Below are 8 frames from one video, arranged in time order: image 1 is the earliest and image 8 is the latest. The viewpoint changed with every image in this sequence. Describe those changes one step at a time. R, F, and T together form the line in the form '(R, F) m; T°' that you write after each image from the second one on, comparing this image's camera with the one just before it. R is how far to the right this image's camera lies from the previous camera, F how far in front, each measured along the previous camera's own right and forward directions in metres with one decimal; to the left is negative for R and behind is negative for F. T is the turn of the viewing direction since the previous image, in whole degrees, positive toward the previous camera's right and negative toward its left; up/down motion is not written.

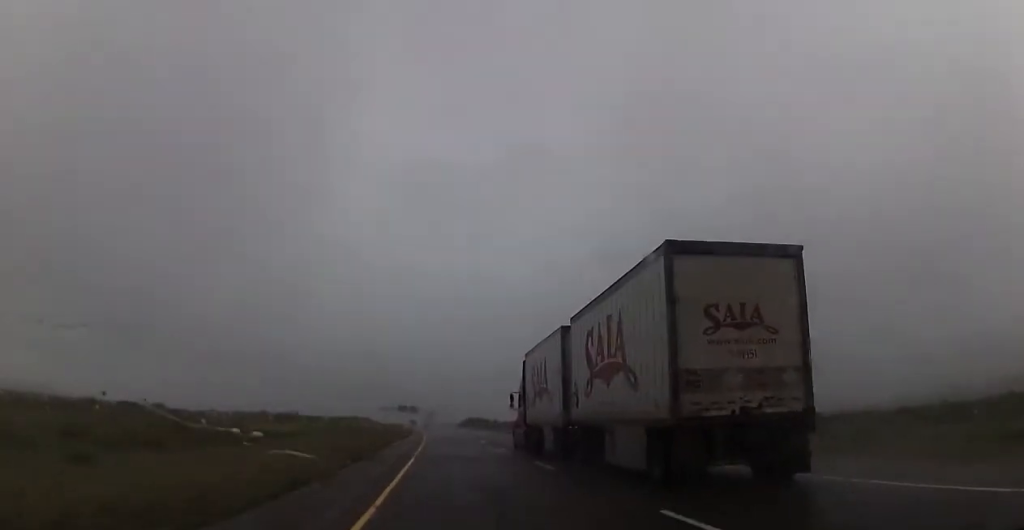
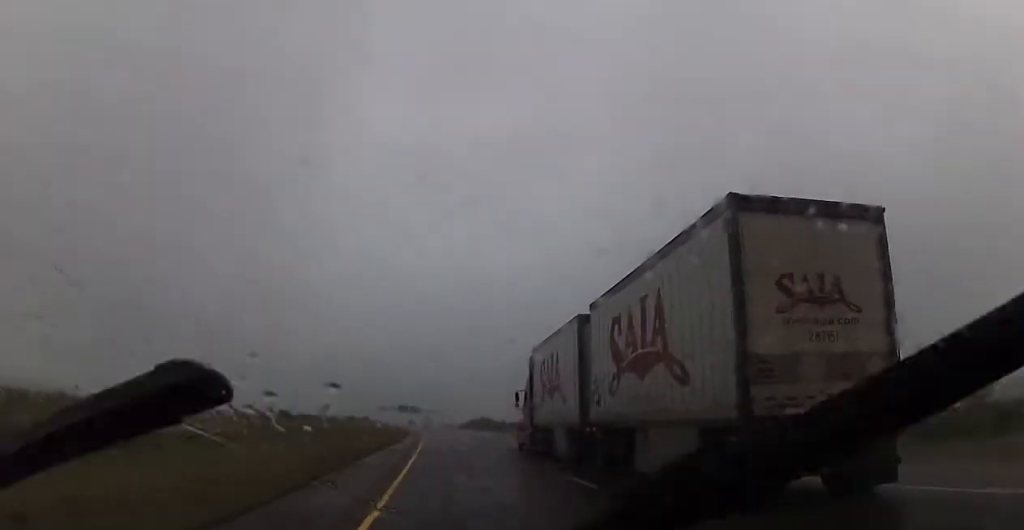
(+0.3, +17.0) m; 0°
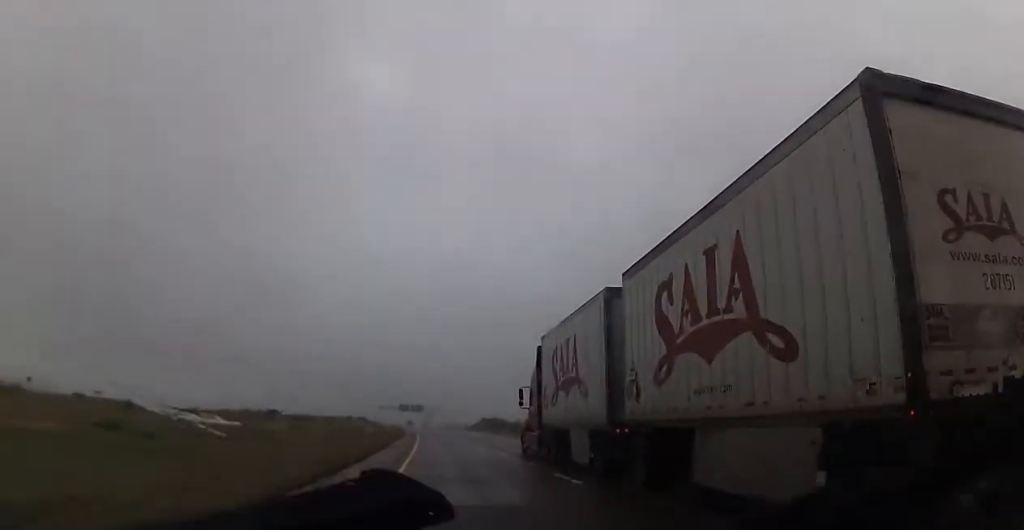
(-0.3, +23.8) m; -1°
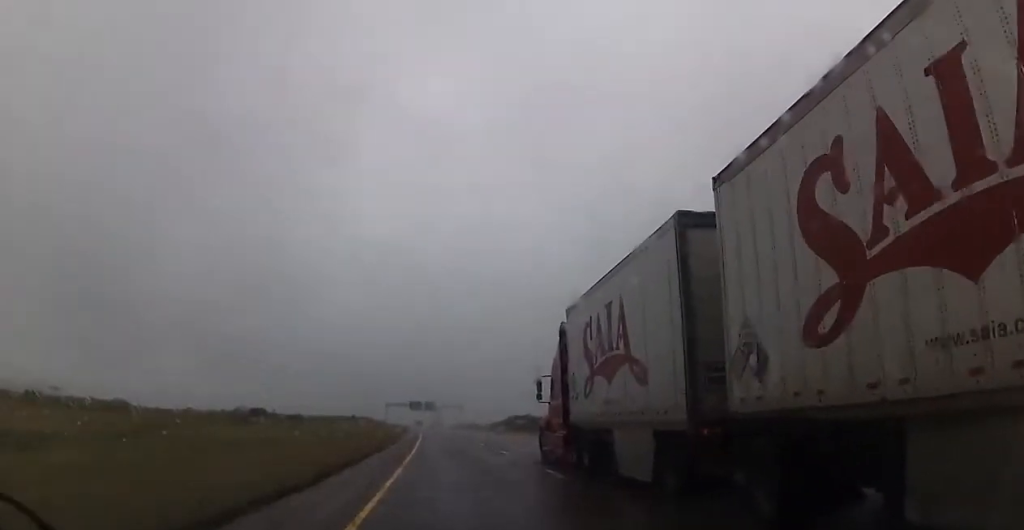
(-0.6, +36.2) m; -1°
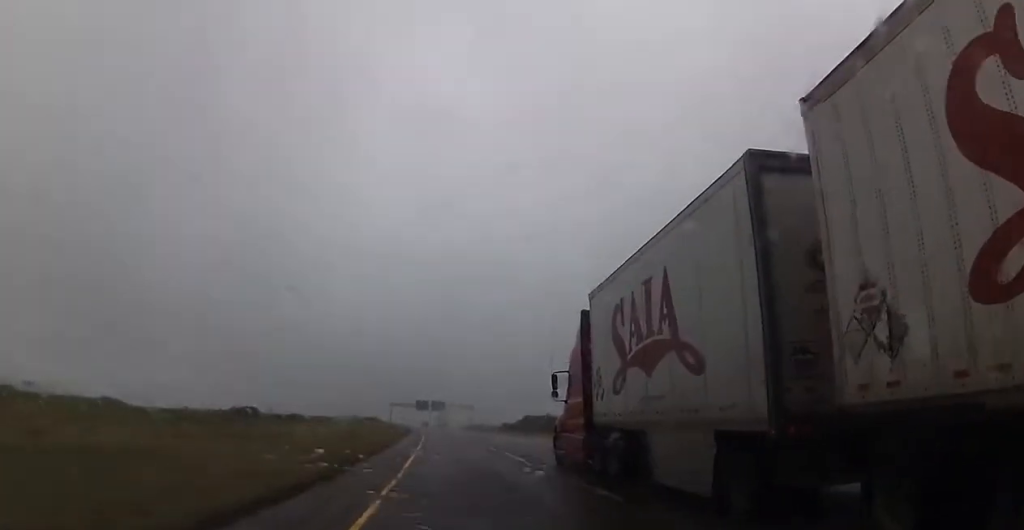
(-0.1, +15.9) m; 0°
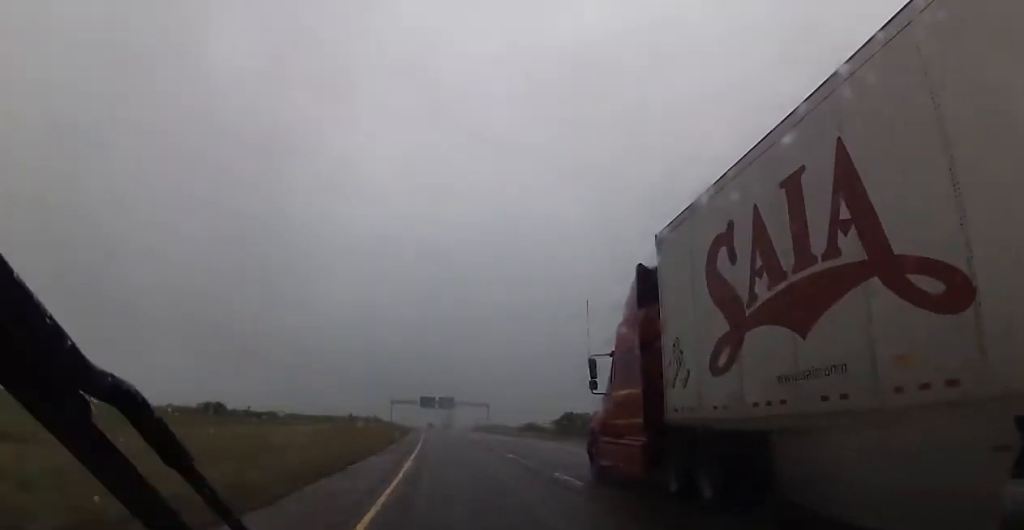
(0.0, +34.0) m; 0°
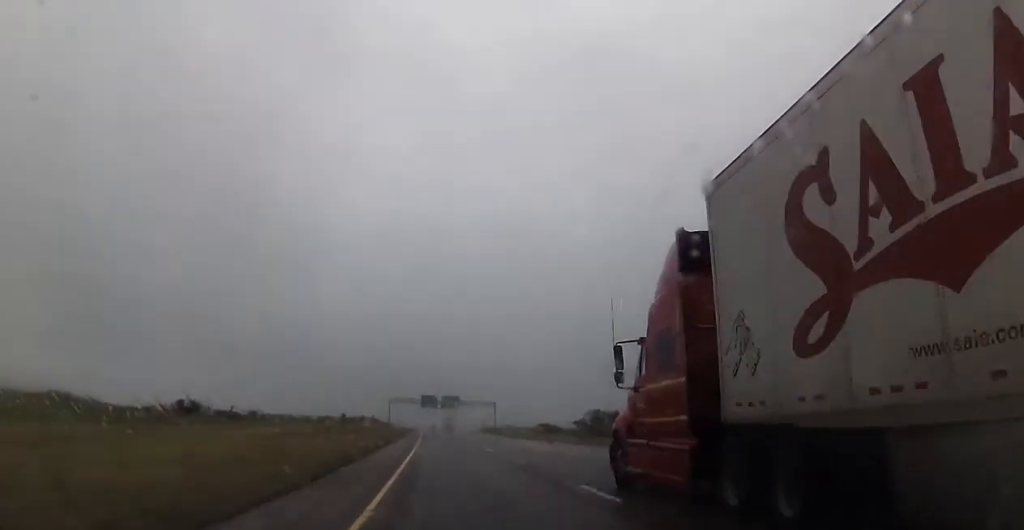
(0.0, +15.8) m; 0°
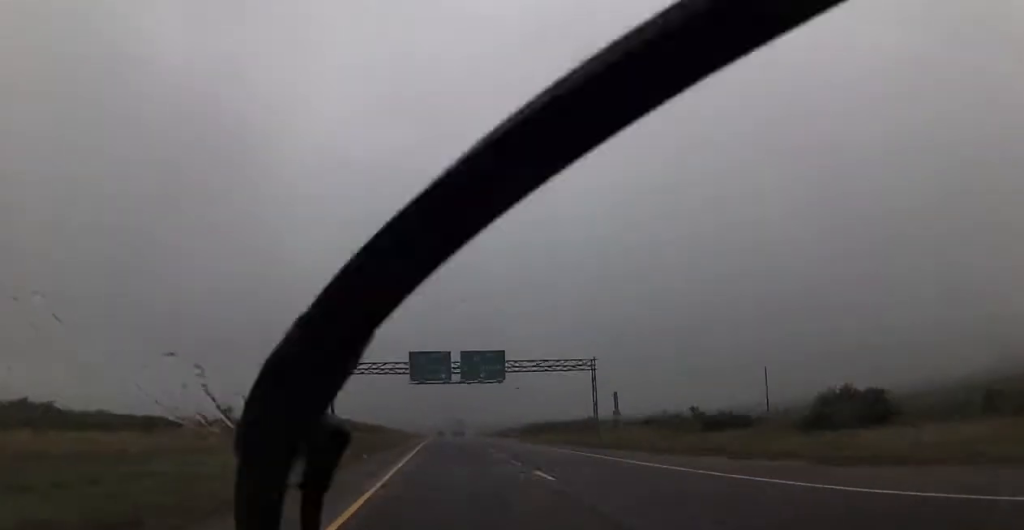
(-2.0, +105.0) m; -1°
